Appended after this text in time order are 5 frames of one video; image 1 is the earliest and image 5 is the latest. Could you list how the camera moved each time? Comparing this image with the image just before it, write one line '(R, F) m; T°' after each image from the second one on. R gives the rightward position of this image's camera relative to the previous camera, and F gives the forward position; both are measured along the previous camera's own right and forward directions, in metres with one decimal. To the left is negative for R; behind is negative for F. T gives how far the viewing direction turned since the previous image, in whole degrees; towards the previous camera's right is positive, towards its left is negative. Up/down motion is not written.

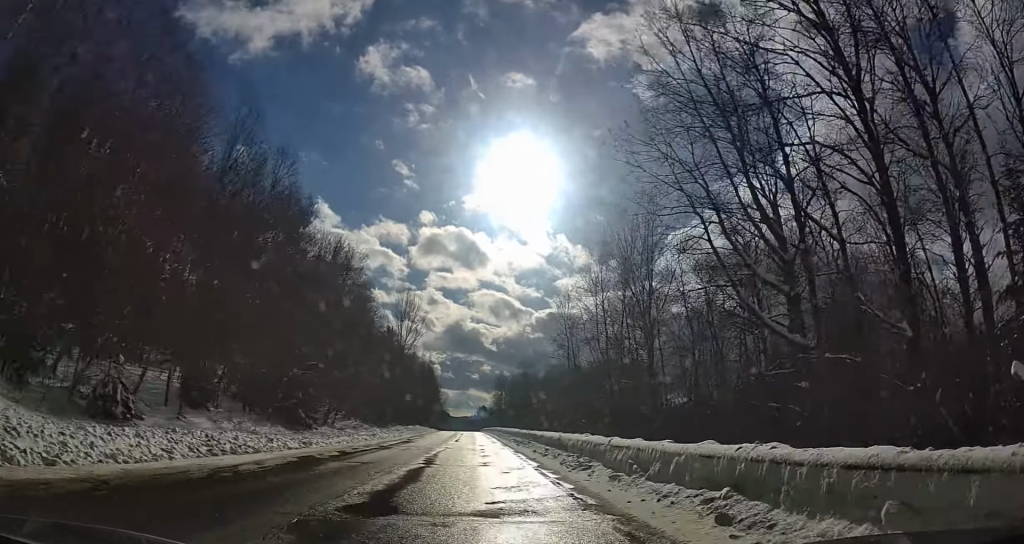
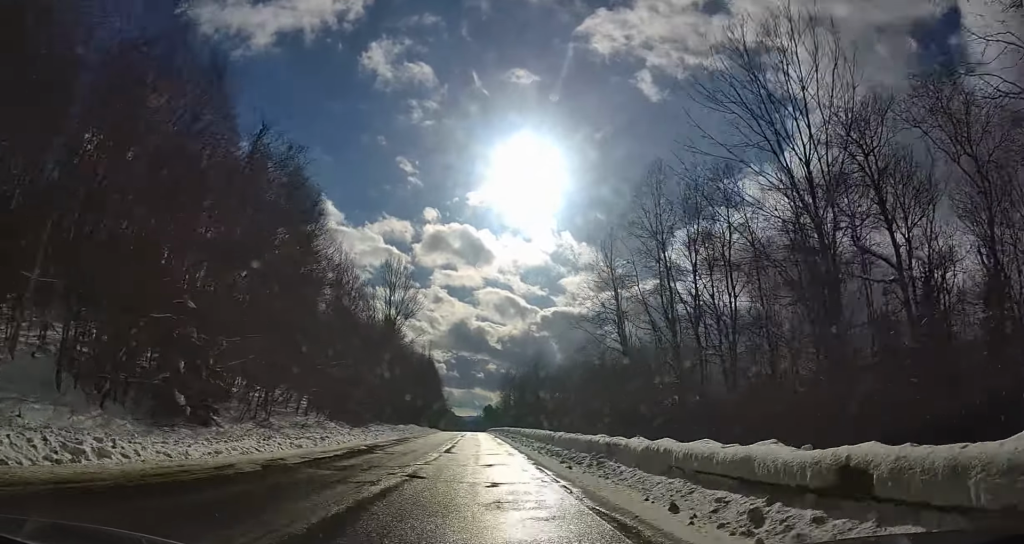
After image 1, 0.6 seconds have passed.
(-0.3, +16.8) m; -1°
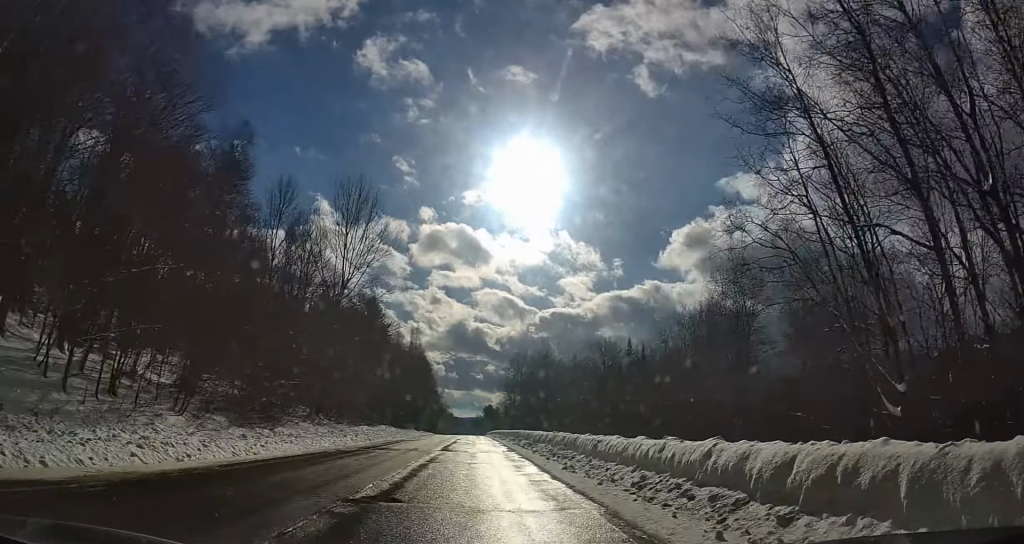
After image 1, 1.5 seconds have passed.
(-0.4, +25.2) m; -2°
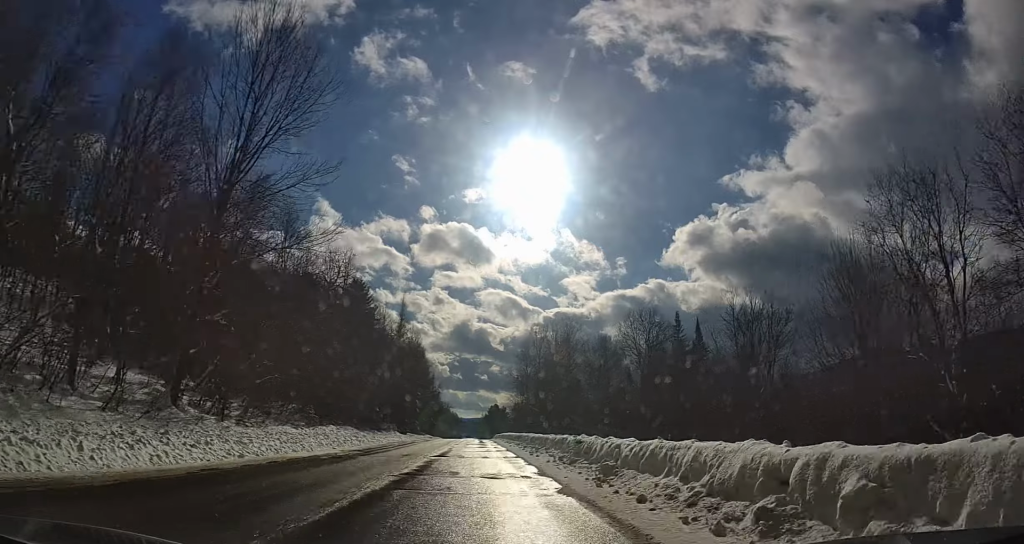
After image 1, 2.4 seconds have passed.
(-0.3, +24.2) m; -1°
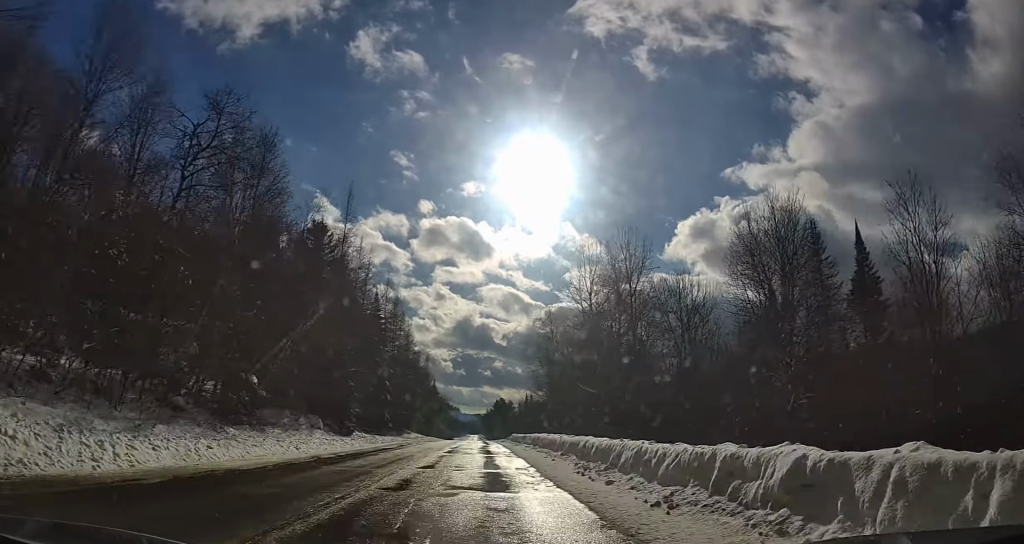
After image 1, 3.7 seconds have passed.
(-0.1, +36.0) m; 0°
